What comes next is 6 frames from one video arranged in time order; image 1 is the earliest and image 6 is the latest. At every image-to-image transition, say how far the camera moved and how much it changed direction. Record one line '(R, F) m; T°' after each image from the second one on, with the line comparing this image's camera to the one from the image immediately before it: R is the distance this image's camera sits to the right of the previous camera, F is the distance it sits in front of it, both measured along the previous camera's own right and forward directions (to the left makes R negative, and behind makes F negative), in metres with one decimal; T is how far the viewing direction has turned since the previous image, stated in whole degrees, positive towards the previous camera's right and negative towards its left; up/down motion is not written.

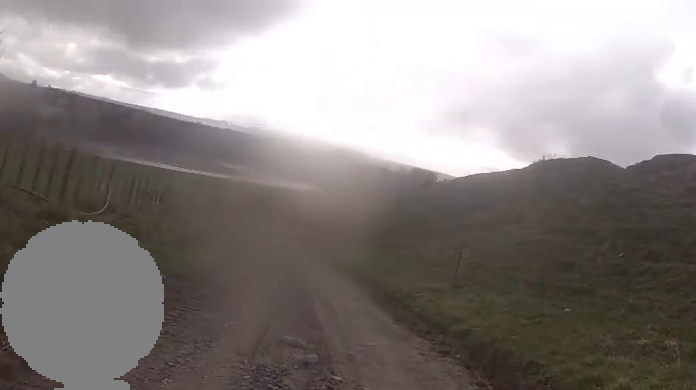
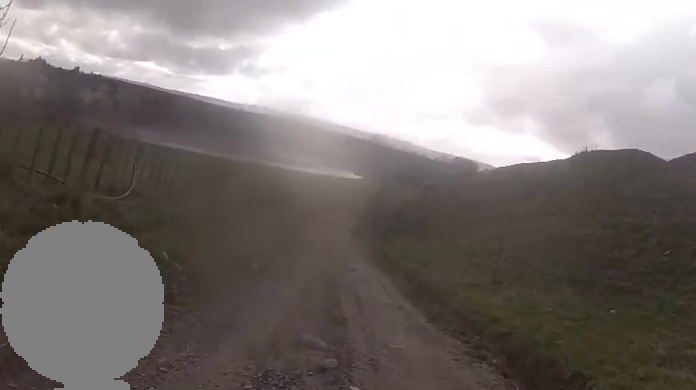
(+0.1, +1.9) m; +8°
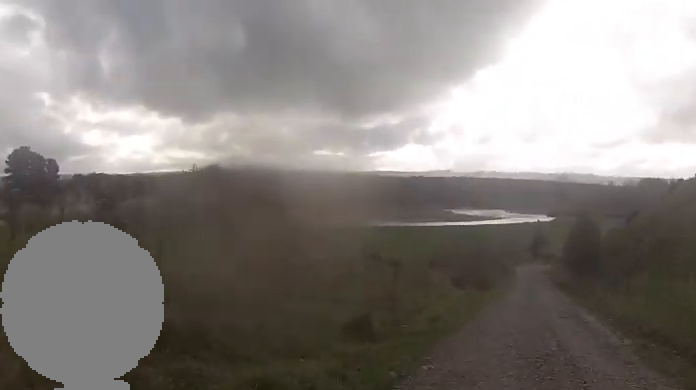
(-2.7, +11.2) m; -19°
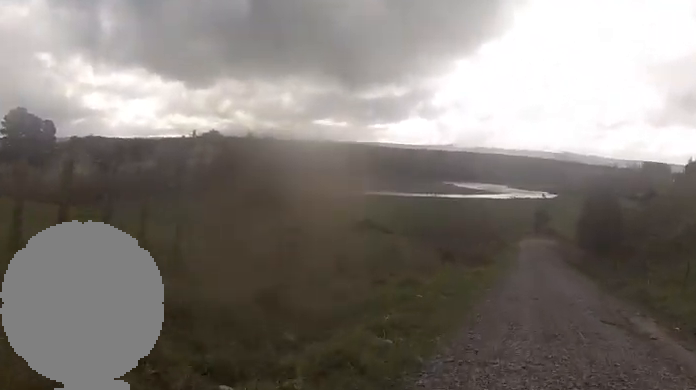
(+0.5, +5.2) m; 0°
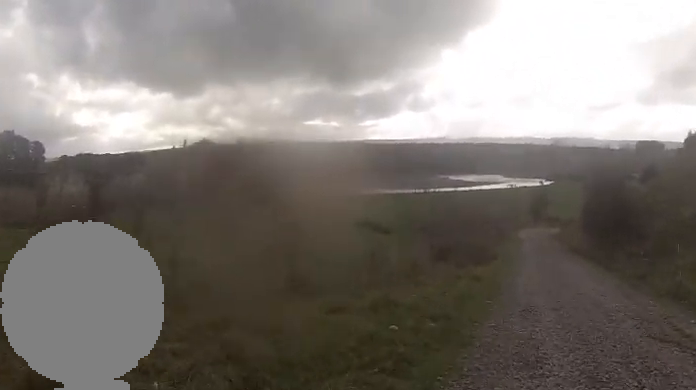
(-0.2, +2.8) m; -3°
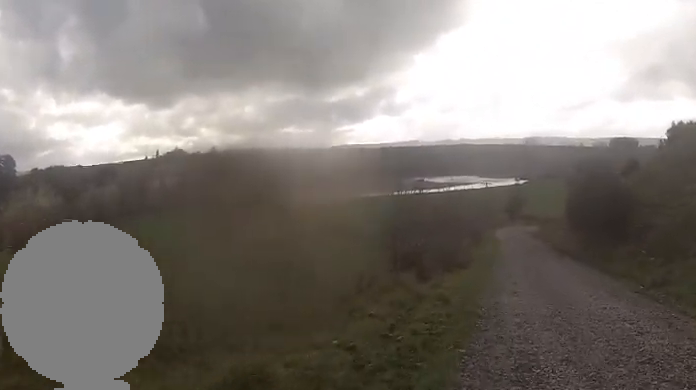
(-0.3, +4.2) m; -5°
